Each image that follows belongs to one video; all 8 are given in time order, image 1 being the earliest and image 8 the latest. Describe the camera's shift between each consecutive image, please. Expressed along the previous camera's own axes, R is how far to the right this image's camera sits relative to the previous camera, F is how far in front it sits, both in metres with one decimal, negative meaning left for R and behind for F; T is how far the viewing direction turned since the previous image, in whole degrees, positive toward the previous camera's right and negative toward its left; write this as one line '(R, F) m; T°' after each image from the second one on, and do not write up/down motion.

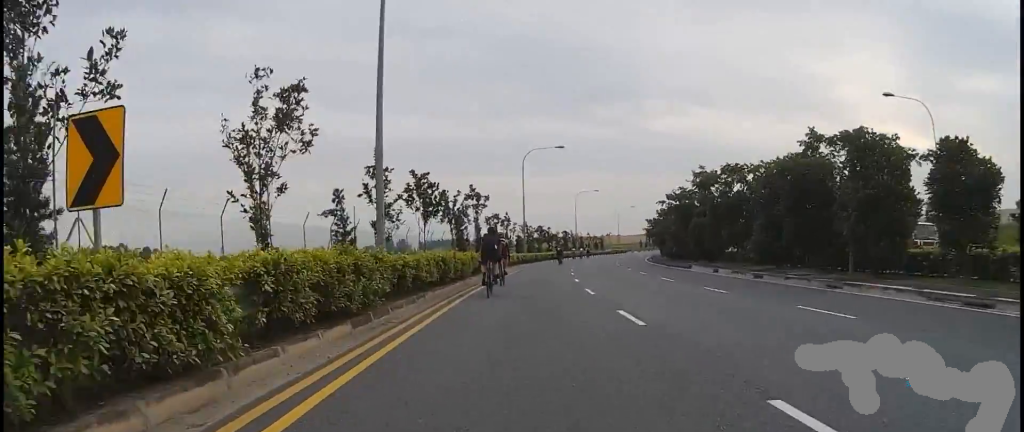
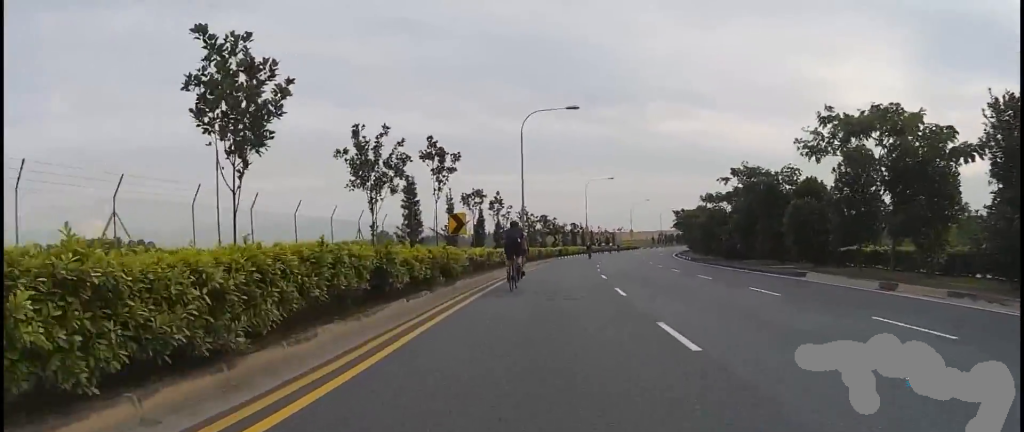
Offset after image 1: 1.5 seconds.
(-0.9, +14.1) m; +3°
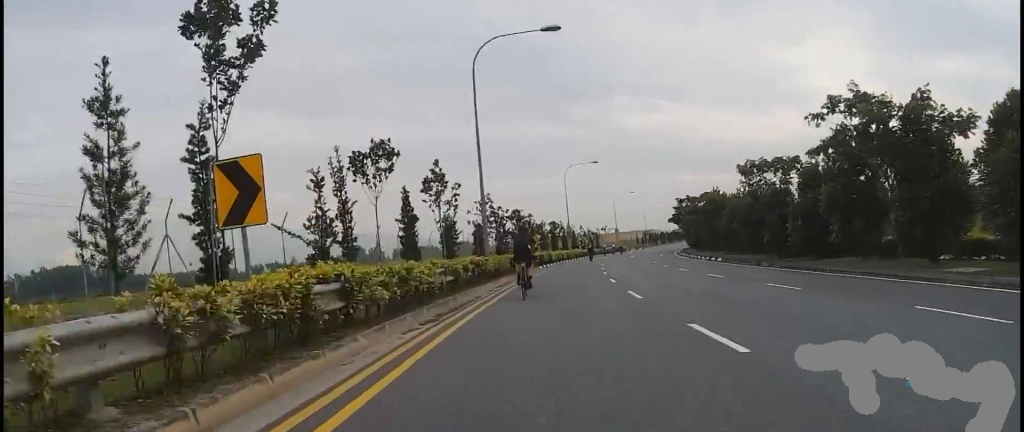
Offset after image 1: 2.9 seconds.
(+1.2, +13.0) m; +5°
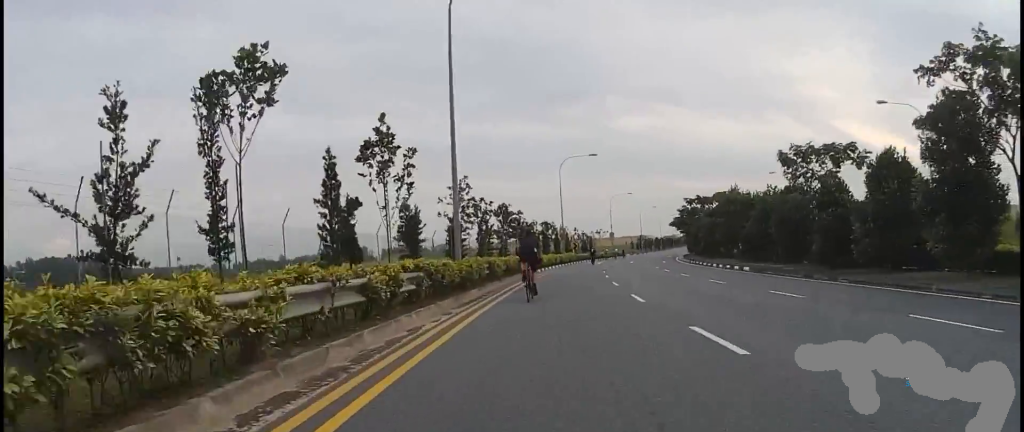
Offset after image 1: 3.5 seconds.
(0.0, +6.1) m; +1°
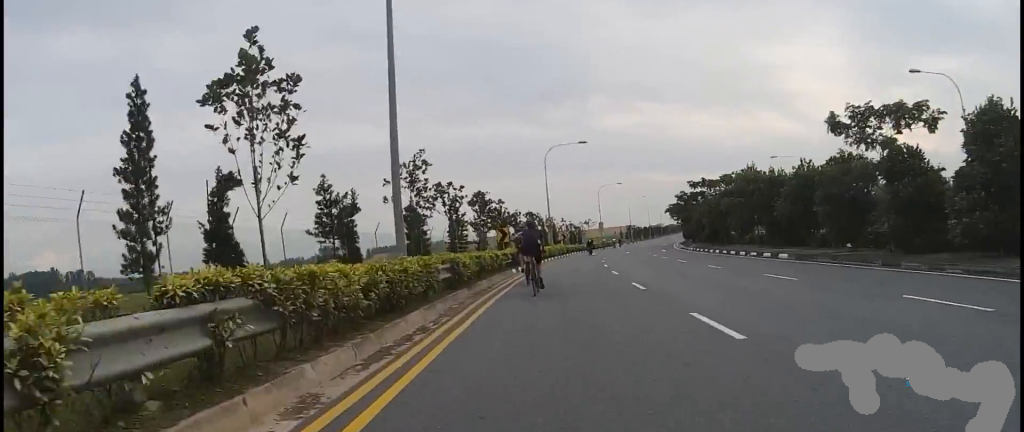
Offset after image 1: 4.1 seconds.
(+0.4, +5.7) m; +1°
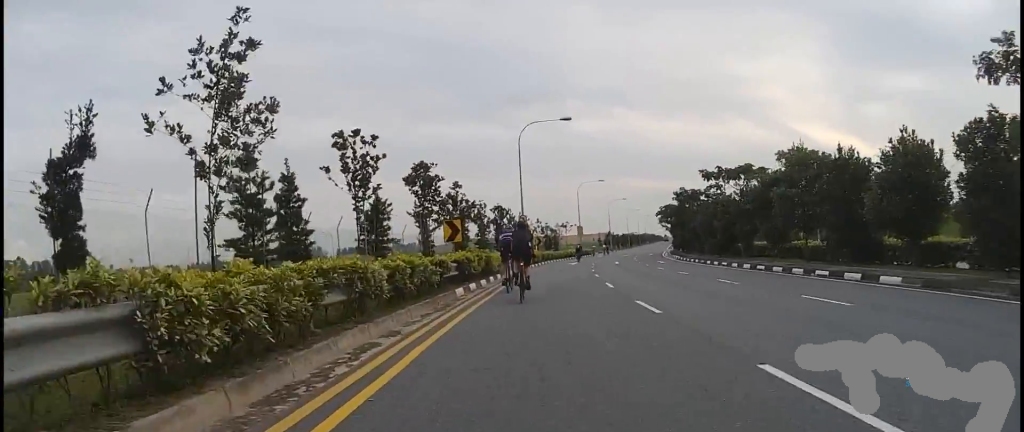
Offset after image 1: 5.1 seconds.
(-0.3, +8.9) m; -2°
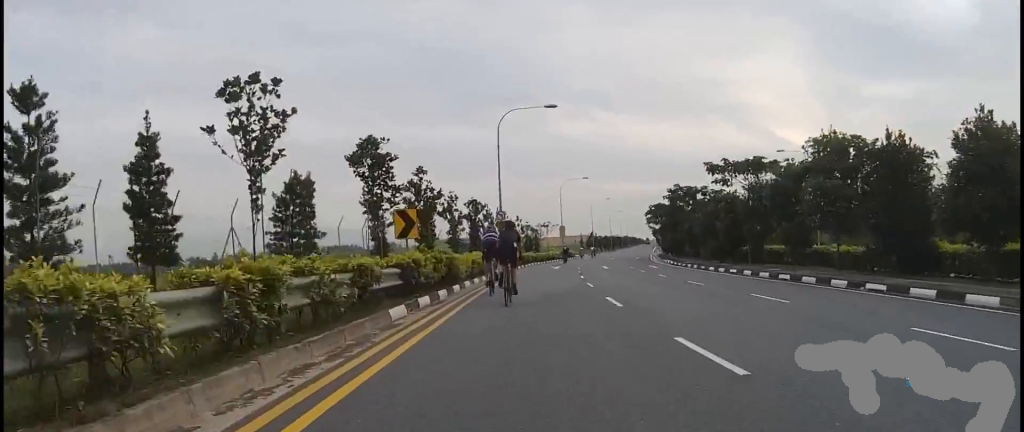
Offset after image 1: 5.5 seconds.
(0.0, +4.1) m; 0°
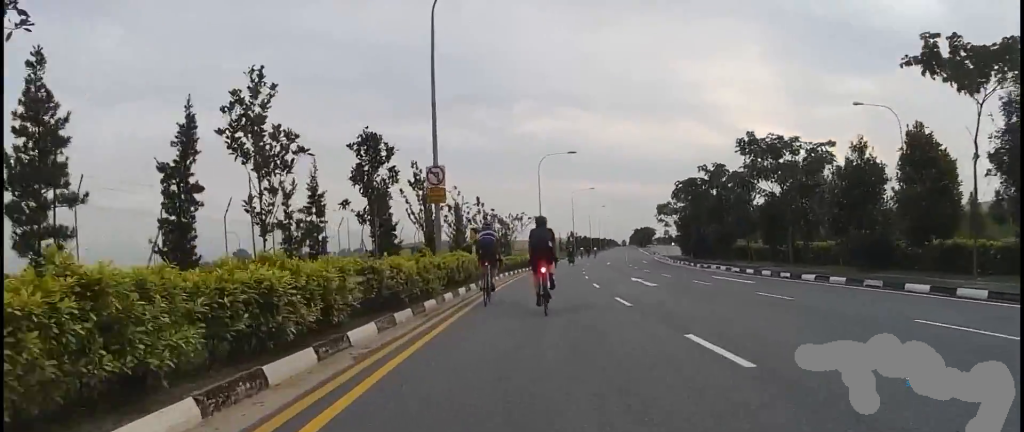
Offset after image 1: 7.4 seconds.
(+0.9, +17.6) m; +7°
